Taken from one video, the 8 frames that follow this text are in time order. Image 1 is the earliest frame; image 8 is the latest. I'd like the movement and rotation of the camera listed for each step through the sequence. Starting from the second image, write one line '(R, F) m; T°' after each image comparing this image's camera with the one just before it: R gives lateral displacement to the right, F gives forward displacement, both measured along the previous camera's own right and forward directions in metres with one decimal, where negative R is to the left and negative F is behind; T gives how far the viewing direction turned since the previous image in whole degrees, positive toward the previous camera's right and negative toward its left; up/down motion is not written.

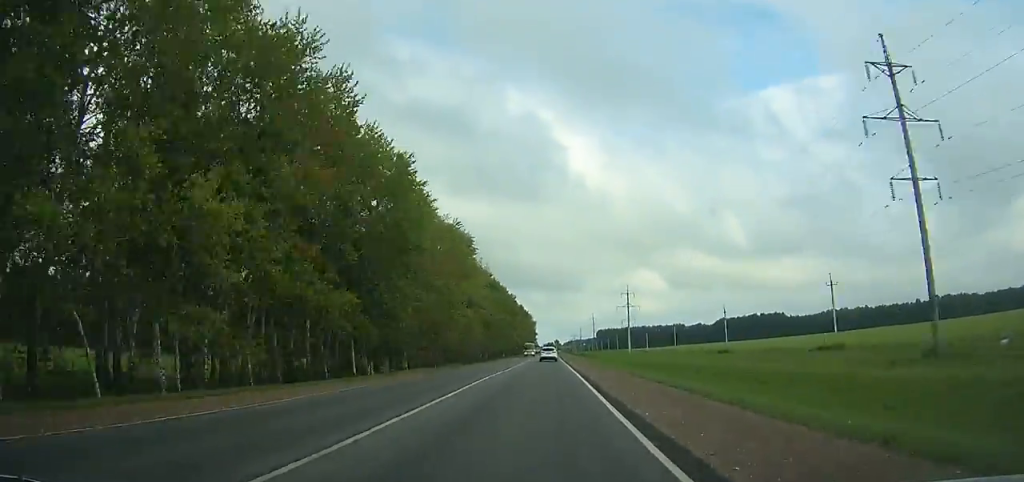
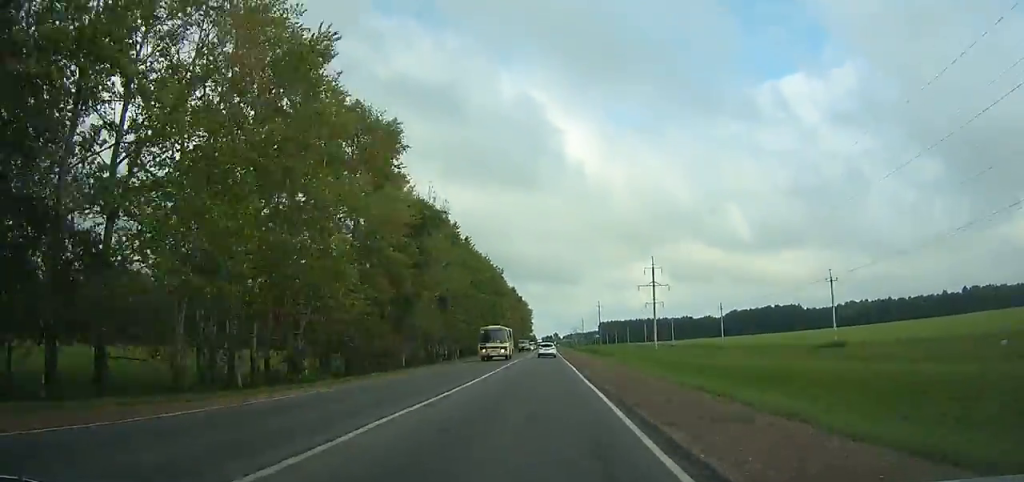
(0.0, +46.5) m; 0°
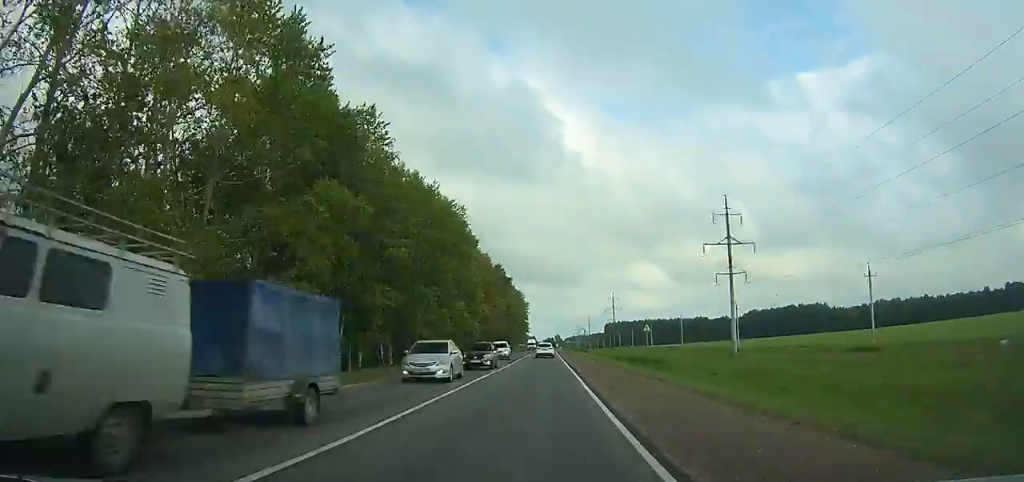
(0.0, +59.1) m; 0°
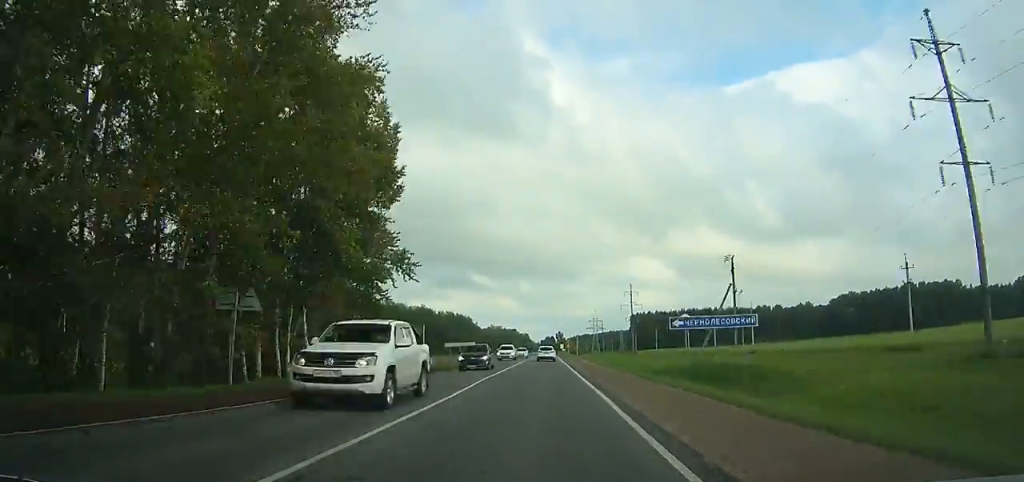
(0.0, +199.5) m; 0°
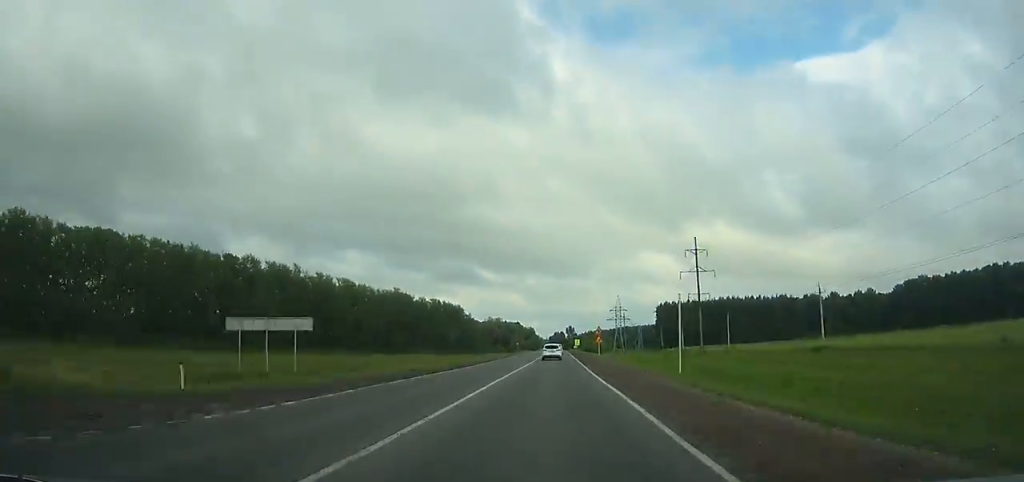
(+0.4, +75.1) m; +5°
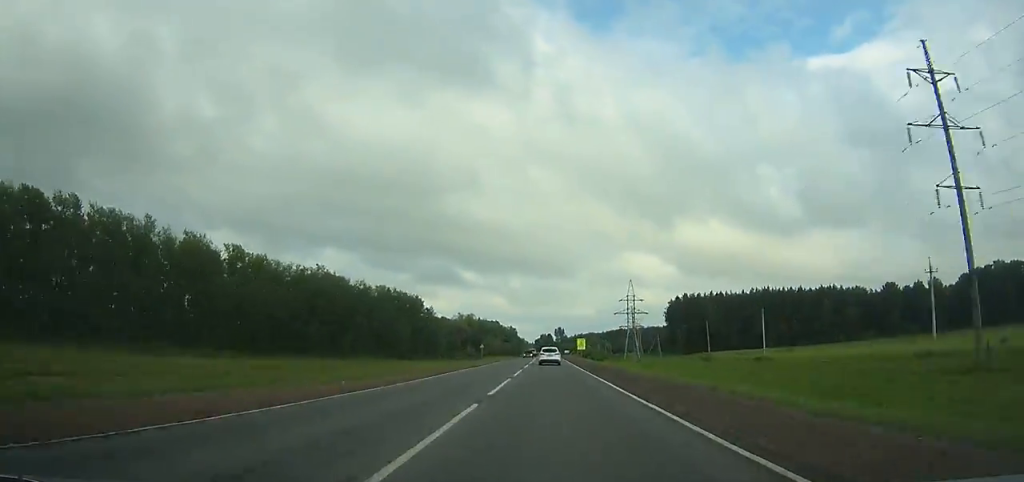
(+5.5, +74.6) m; -4°
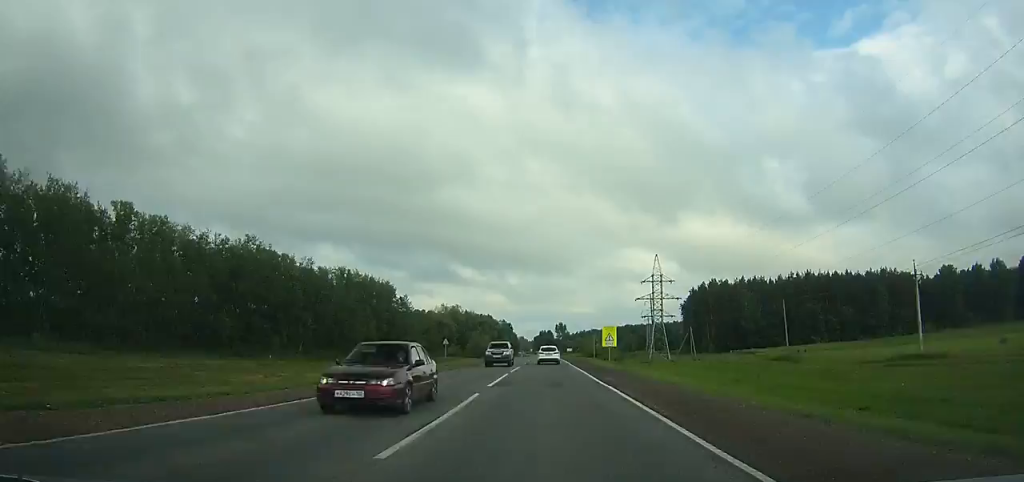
(-5.6, +43.4) m; -3°
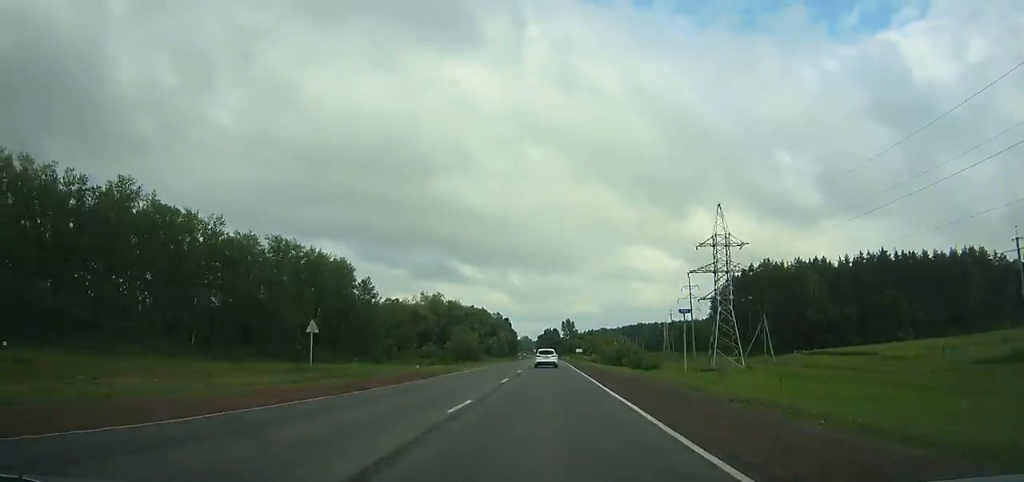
(-4.6, +48.0) m; -2°
